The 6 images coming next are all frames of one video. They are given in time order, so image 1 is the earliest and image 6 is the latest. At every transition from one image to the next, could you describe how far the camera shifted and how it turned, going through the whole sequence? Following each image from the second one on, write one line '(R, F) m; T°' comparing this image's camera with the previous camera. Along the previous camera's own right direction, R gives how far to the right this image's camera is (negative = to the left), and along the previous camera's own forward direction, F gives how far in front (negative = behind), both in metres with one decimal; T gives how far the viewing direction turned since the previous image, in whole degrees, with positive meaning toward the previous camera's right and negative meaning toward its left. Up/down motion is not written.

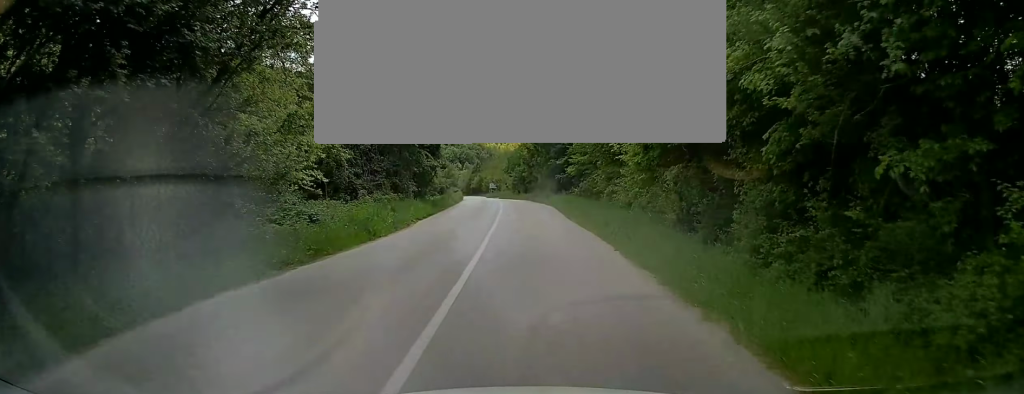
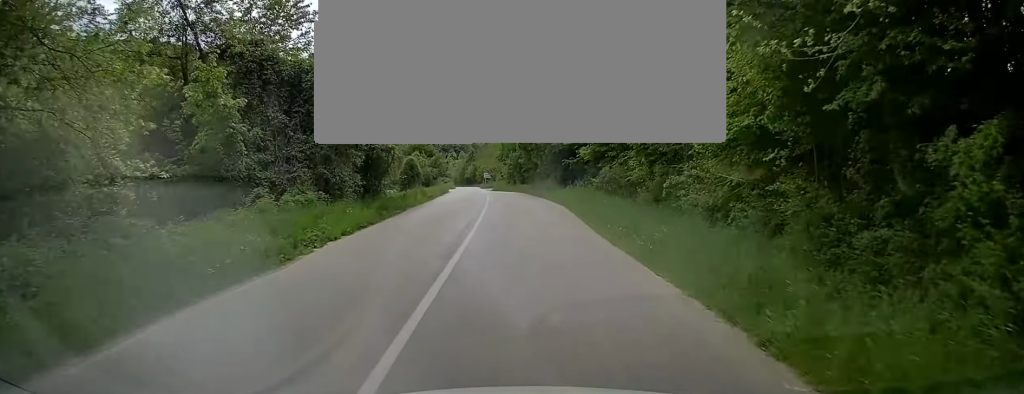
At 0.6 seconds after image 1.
(-0.1, +10.6) m; -1°
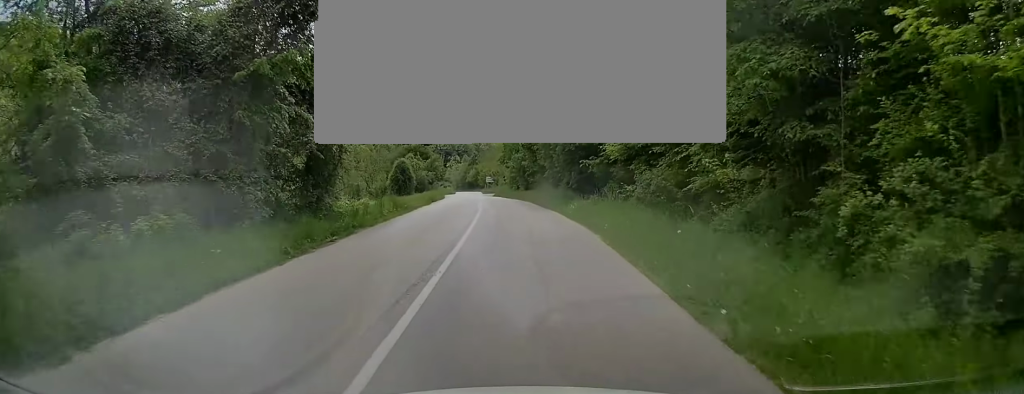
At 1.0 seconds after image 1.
(0.0, +7.6) m; -1°
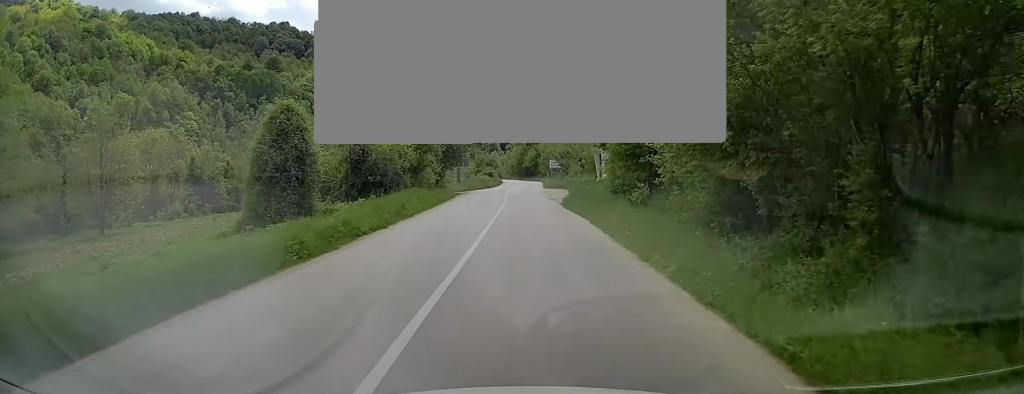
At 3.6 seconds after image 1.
(-2.0, +42.7) m; -5°
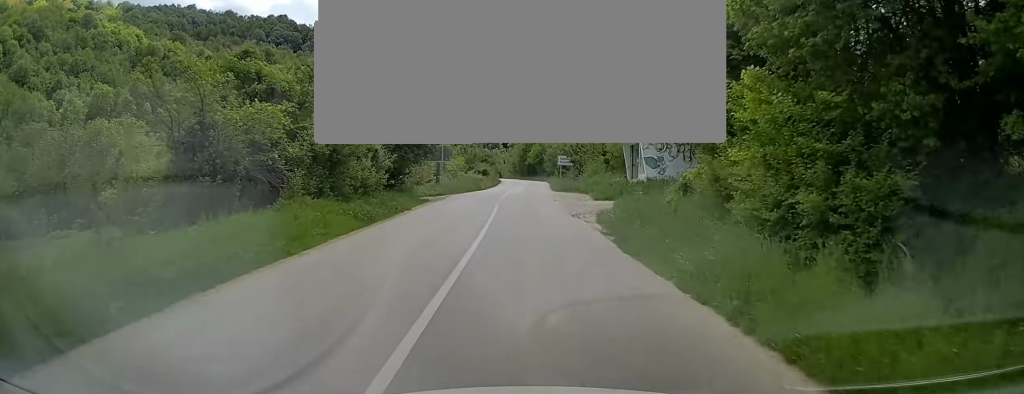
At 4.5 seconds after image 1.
(-0.2, +14.5) m; 0°
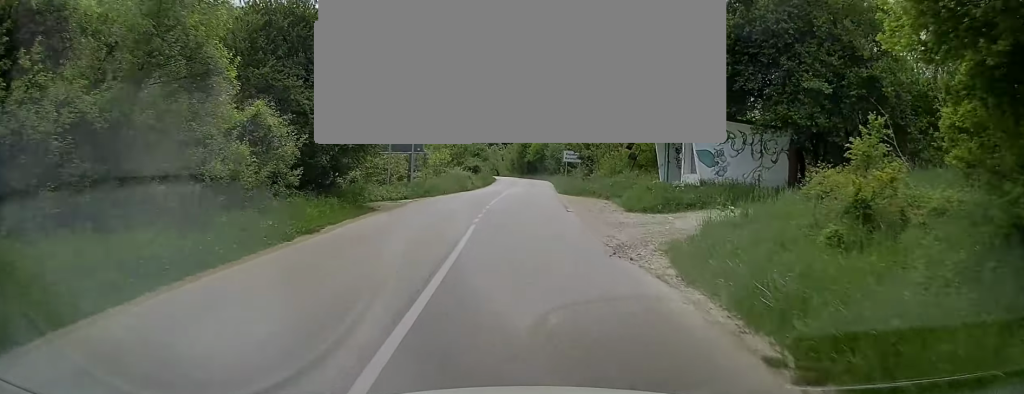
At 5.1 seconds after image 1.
(+0.1, +9.7) m; +1°
